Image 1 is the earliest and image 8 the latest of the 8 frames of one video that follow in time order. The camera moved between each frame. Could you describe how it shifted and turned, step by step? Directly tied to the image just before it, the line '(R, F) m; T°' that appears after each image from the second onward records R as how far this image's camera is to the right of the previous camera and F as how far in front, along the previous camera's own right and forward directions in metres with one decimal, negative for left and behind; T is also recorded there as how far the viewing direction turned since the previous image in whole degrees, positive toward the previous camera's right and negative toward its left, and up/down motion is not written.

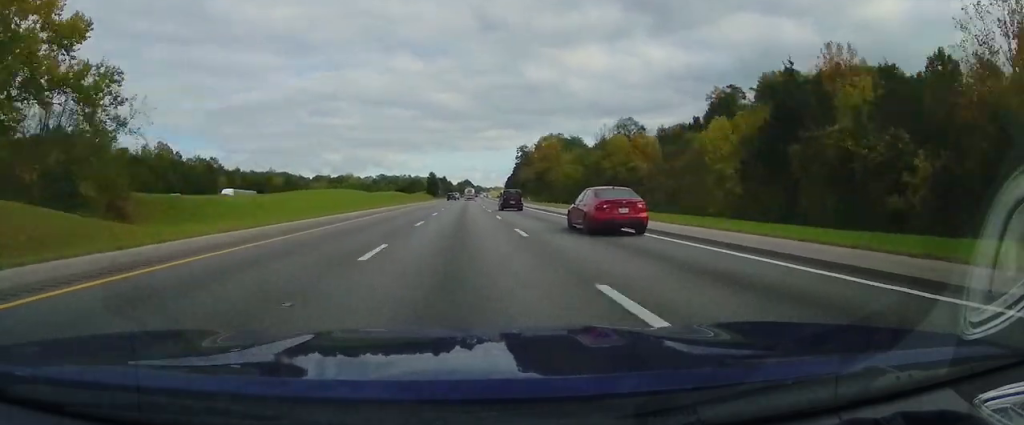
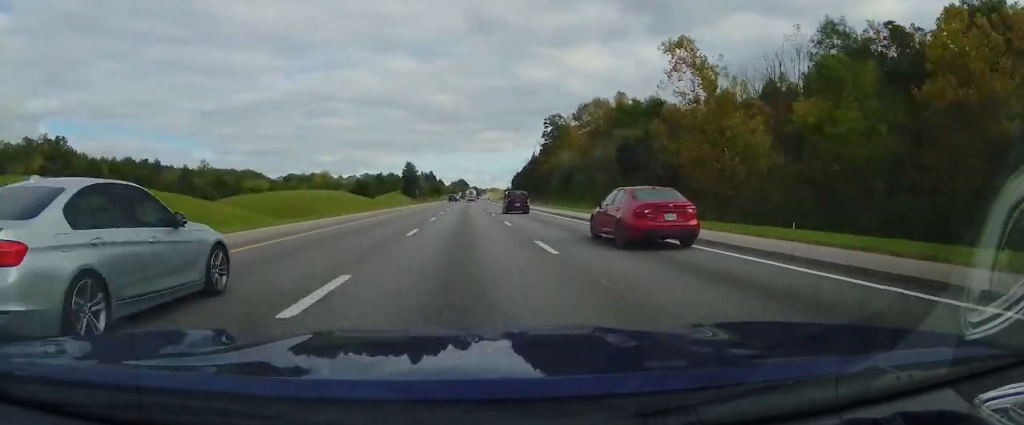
(+0.8, +90.5) m; +1°
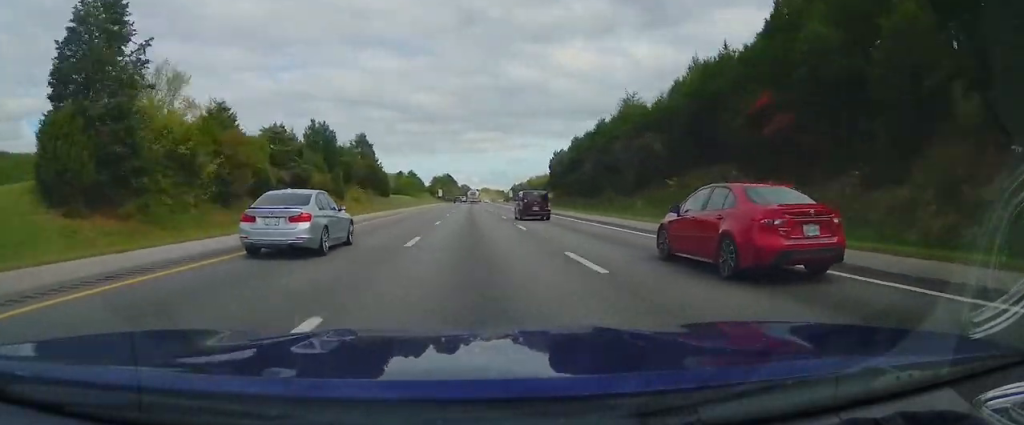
(+1.7, +162.4) m; +2°
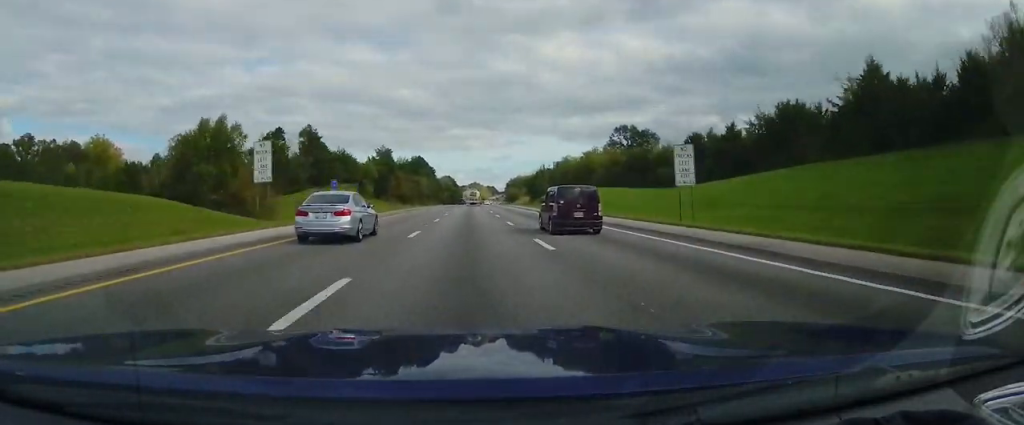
(+2.1, +166.5) m; +1°
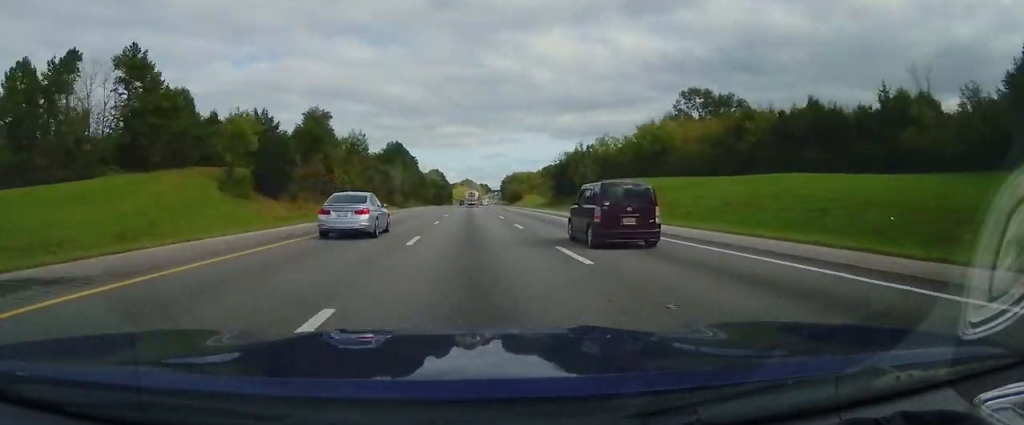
(-0.2, +63.3) m; +1°
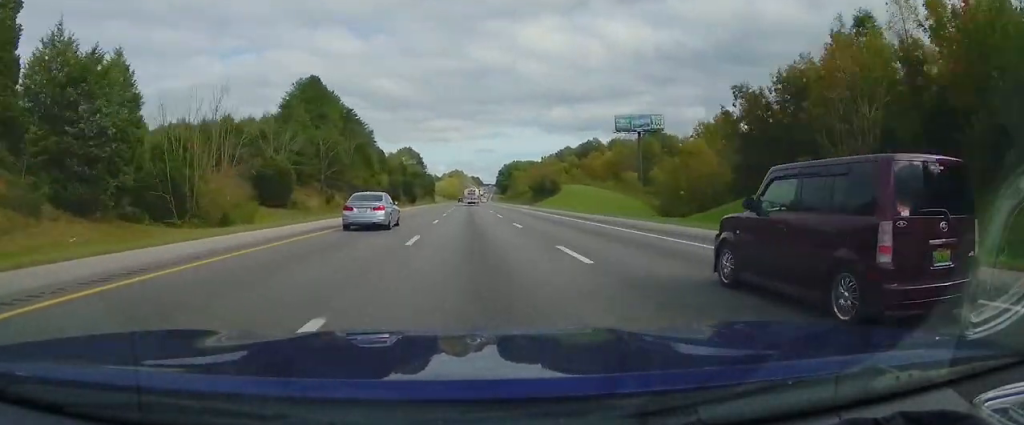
(+1.0, +108.7) m; +1°
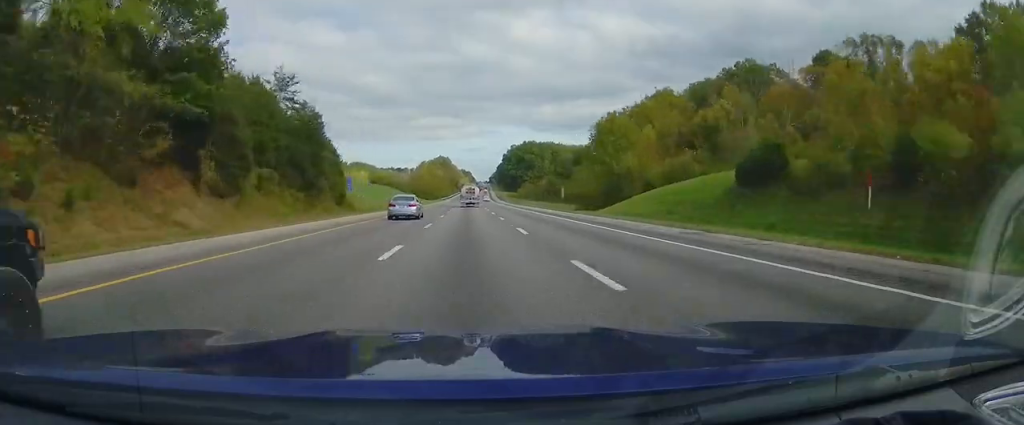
(+2.3, +173.1) m; +1°
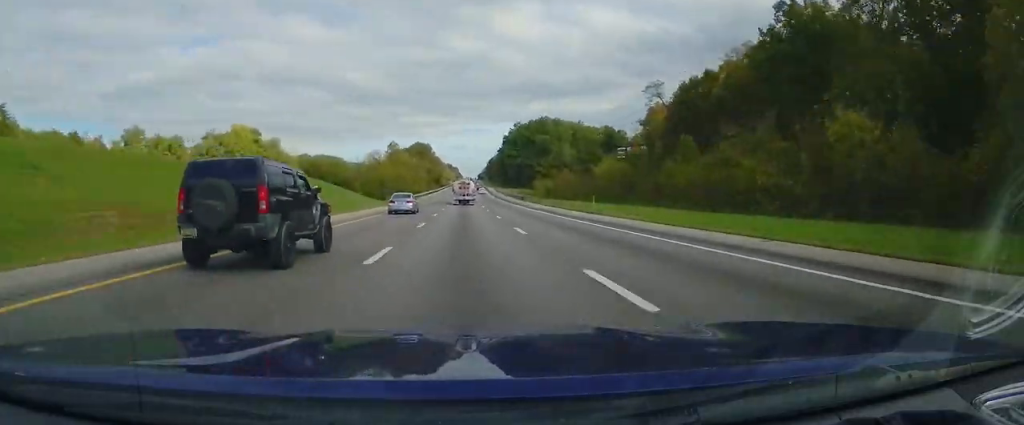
(+0.8, +95.9) m; +1°
